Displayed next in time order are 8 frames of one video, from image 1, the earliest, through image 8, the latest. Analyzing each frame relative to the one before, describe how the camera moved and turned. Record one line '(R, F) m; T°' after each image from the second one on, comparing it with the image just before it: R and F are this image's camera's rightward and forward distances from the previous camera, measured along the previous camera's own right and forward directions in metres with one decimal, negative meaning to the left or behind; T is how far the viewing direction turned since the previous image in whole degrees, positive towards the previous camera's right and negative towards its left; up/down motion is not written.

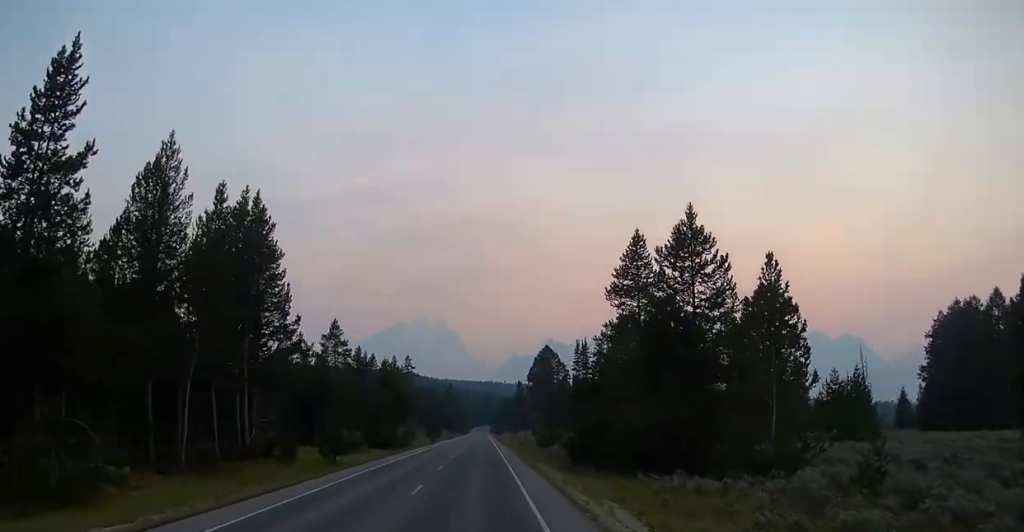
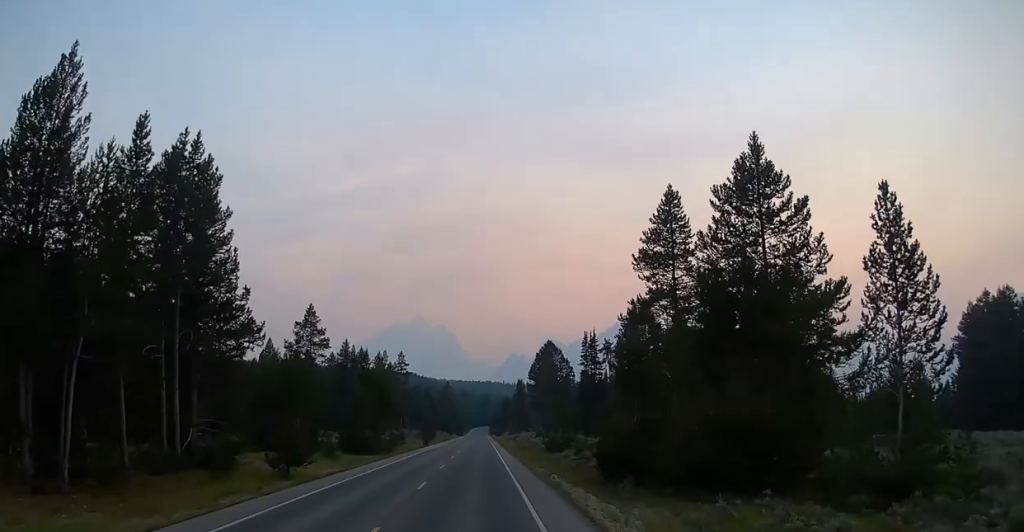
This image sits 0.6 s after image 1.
(-0.1, +10.1) m; 0°
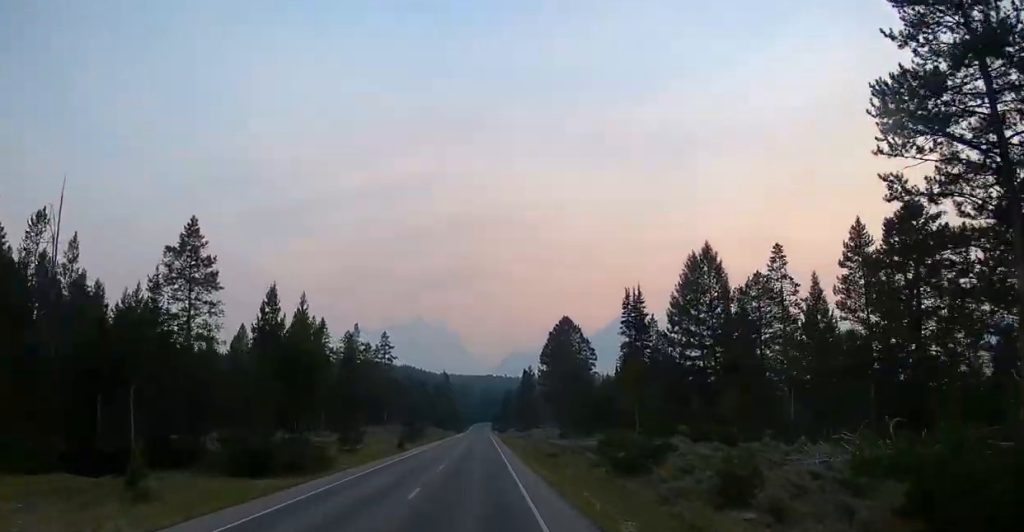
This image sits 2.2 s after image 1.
(-0.1, +27.2) m; 0°
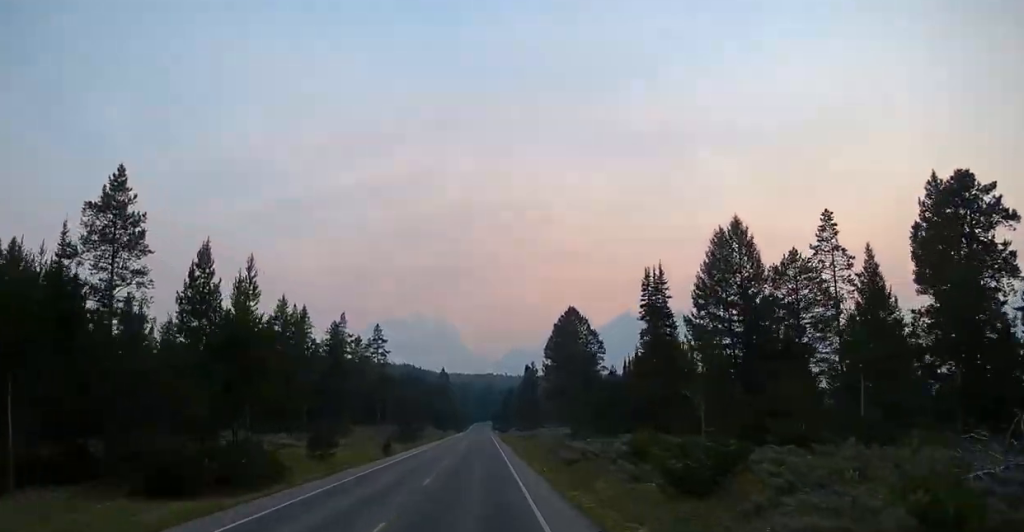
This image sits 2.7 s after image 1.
(0.0, +8.2) m; 0°
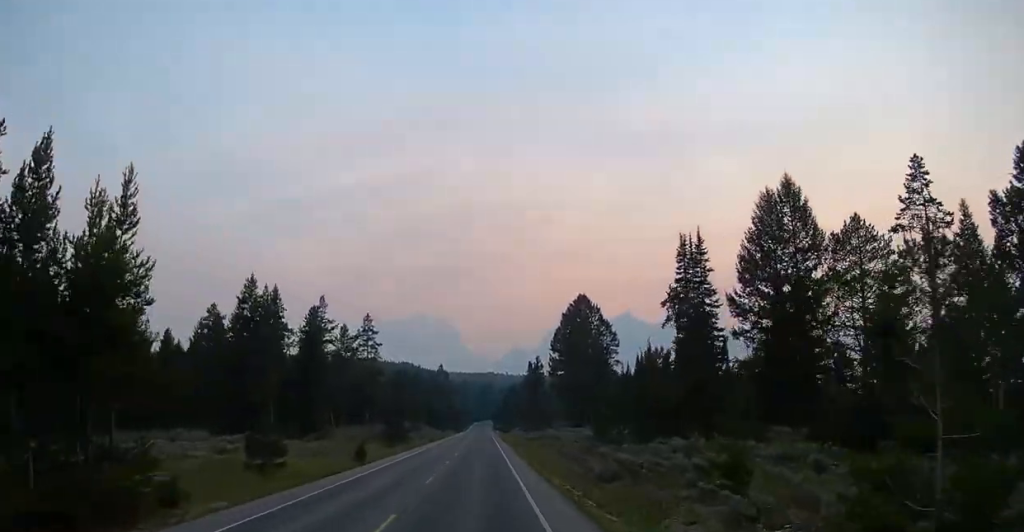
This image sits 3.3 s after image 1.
(-0.1, +10.1) m; 0°
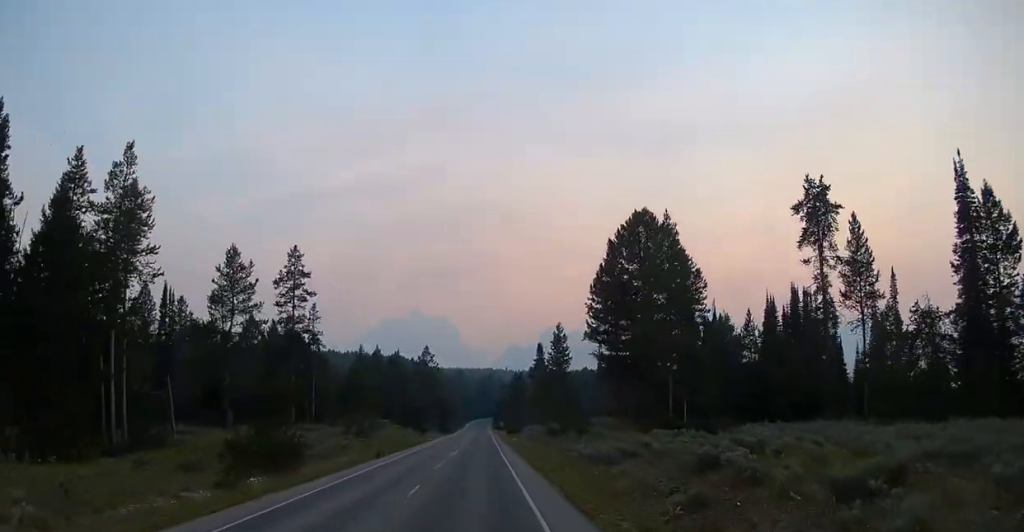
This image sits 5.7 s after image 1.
(+0.3, +40.2) m; 0°
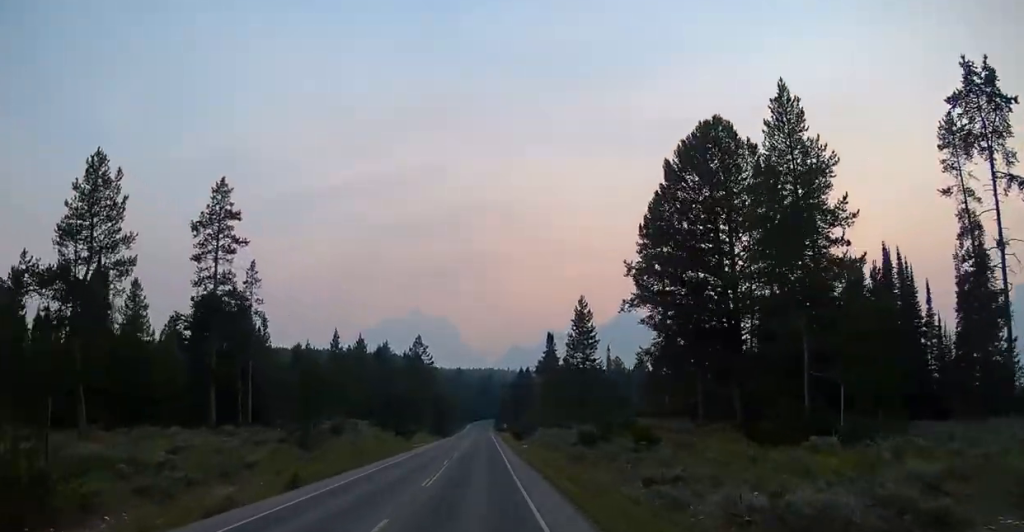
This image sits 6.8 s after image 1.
(0.0, +20.2) m; 0°
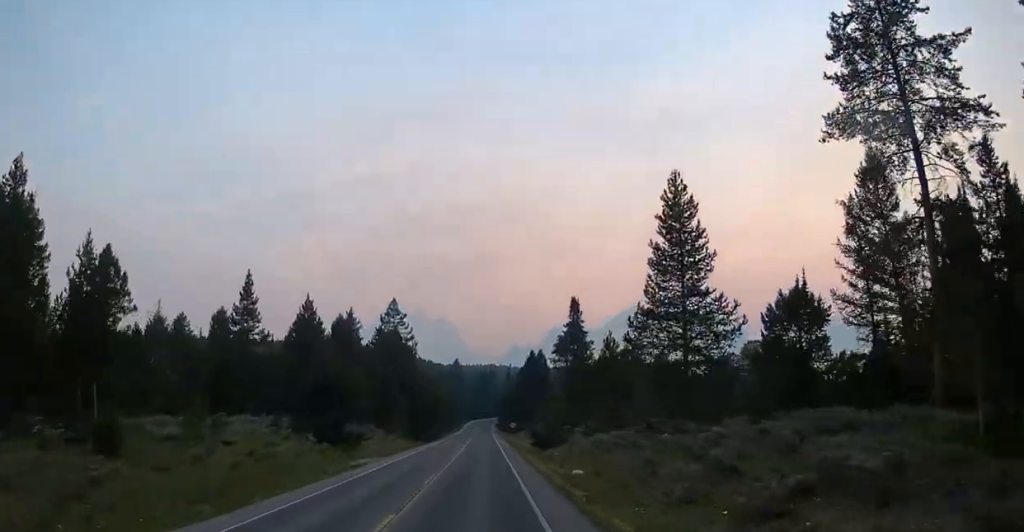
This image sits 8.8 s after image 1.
(-0.2, +33.8) m; 0°
